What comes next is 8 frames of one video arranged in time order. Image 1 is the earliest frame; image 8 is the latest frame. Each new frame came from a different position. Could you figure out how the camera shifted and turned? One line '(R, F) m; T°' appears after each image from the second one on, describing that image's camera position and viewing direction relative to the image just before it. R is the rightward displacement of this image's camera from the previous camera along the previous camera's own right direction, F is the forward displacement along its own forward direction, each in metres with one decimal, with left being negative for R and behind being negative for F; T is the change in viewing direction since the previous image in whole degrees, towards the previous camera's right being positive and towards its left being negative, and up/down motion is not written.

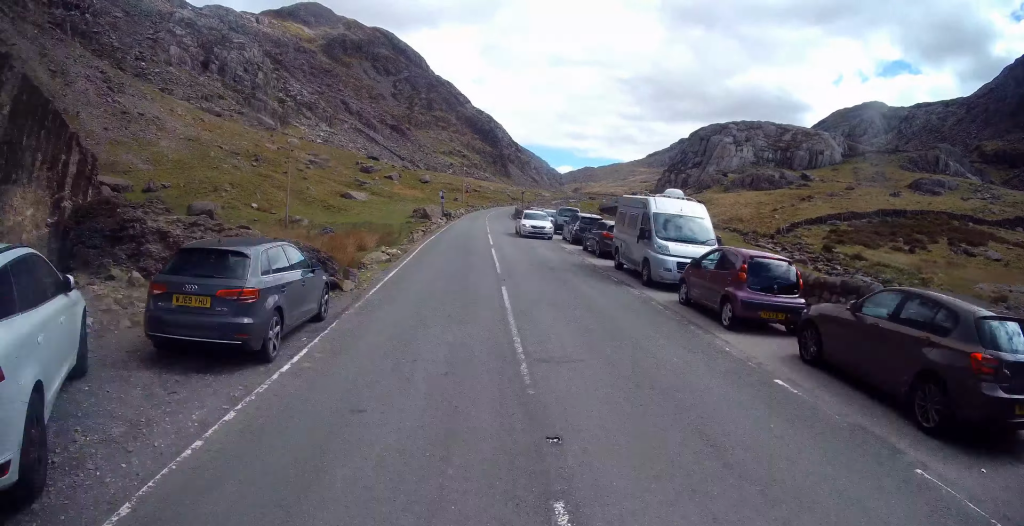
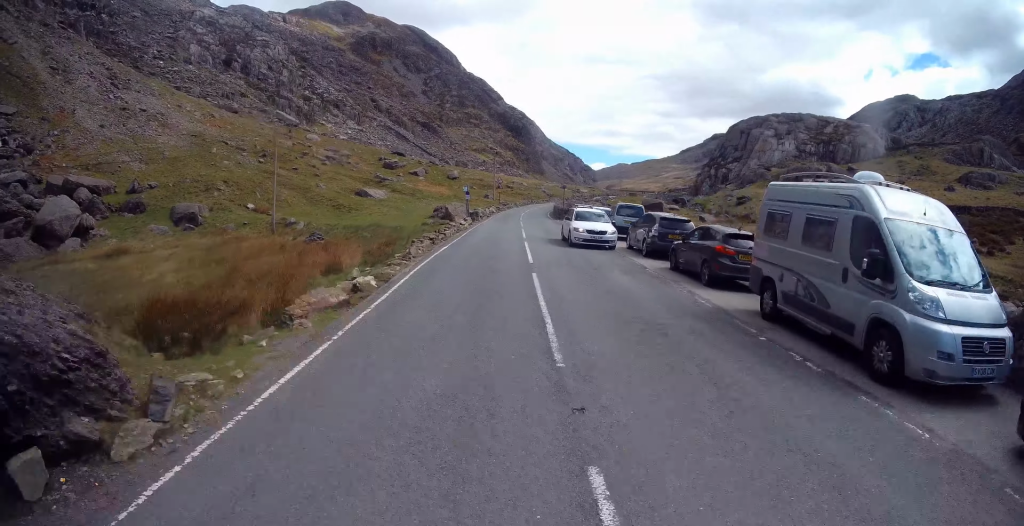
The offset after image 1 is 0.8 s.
(-0.1, +8.0) m; -1°
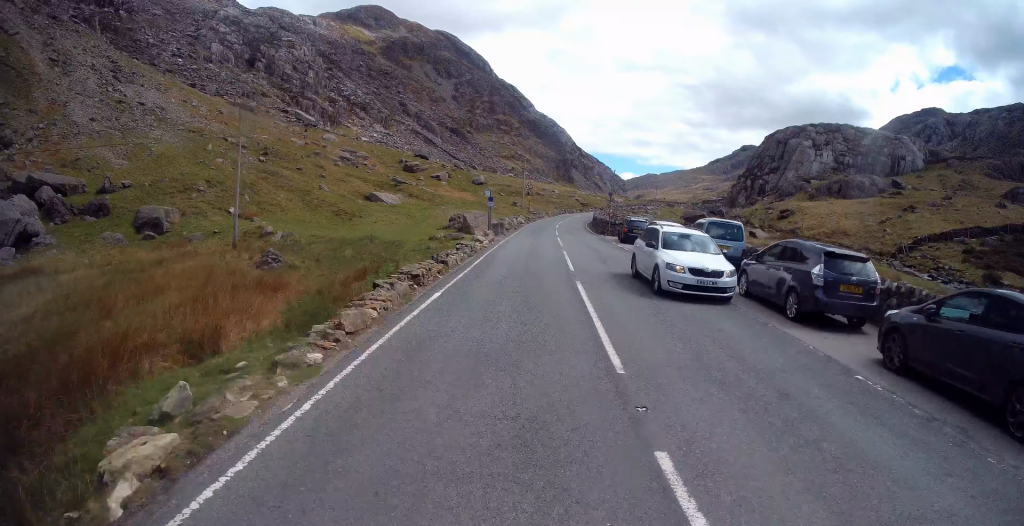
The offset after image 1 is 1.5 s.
(-0.1, +8.1) m; -2°
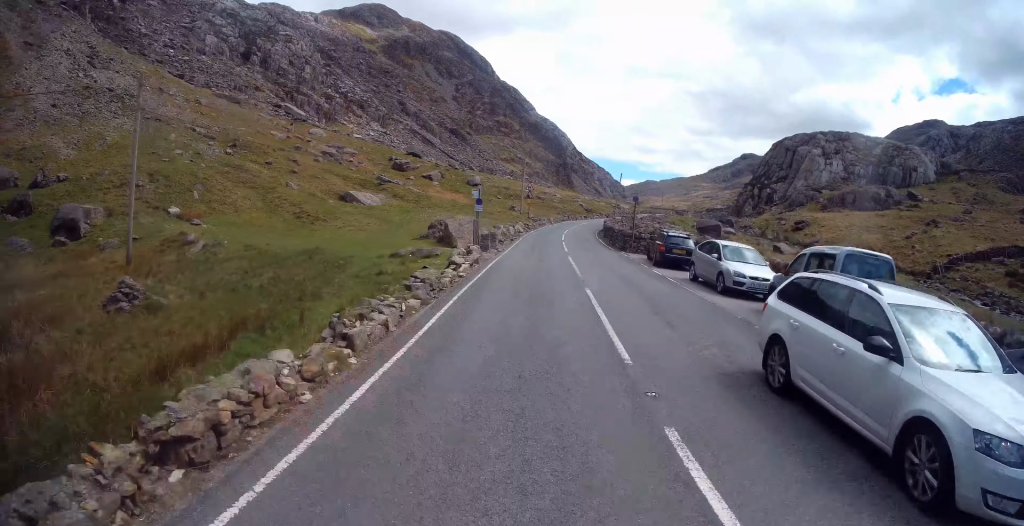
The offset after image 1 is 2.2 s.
(-0.1, +7.8) m; -1°
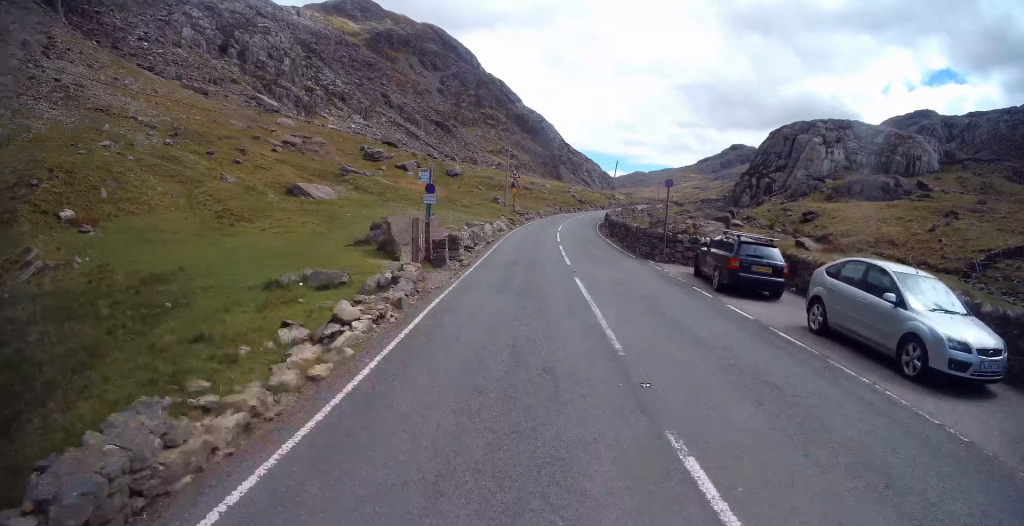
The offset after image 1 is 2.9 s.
(-0.1, +9.0) m; +1°
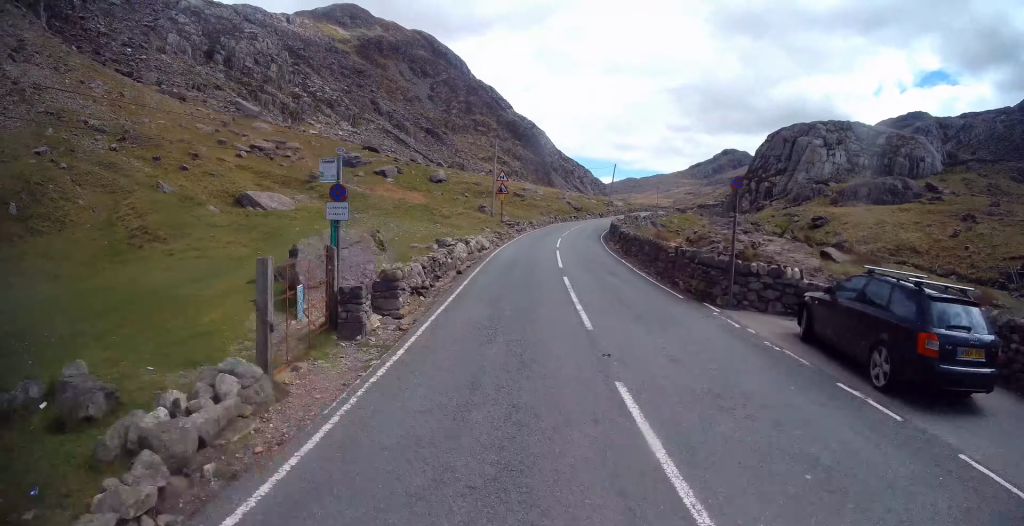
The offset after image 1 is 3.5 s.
(0.0, +7.0) m; +1°
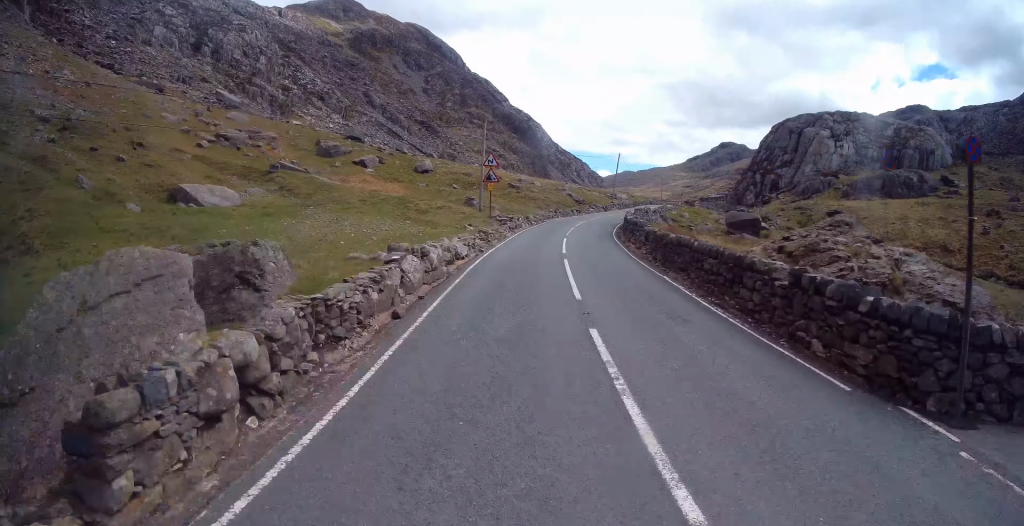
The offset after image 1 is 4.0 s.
(+0.2, +7.0) m; +1°
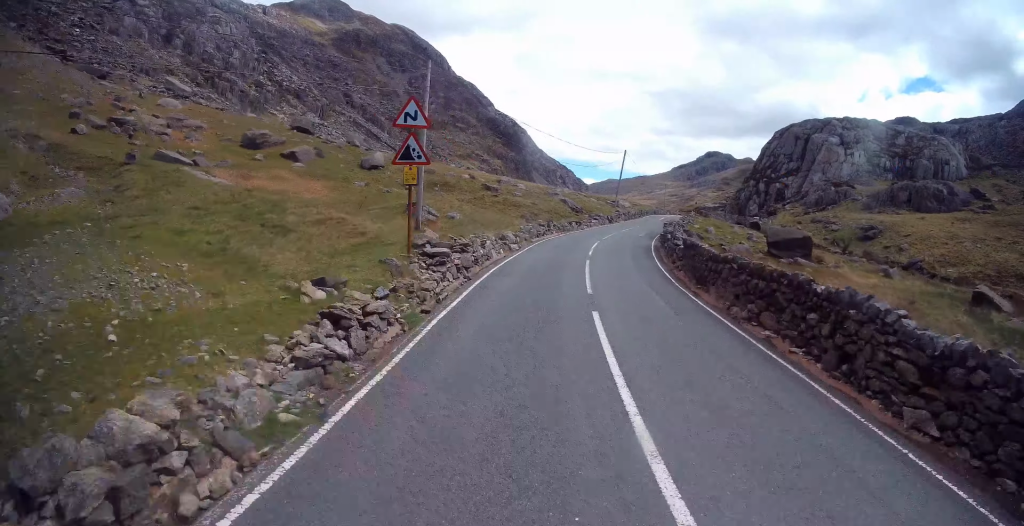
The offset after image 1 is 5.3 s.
(-0.1, +16.0) m; -2°
